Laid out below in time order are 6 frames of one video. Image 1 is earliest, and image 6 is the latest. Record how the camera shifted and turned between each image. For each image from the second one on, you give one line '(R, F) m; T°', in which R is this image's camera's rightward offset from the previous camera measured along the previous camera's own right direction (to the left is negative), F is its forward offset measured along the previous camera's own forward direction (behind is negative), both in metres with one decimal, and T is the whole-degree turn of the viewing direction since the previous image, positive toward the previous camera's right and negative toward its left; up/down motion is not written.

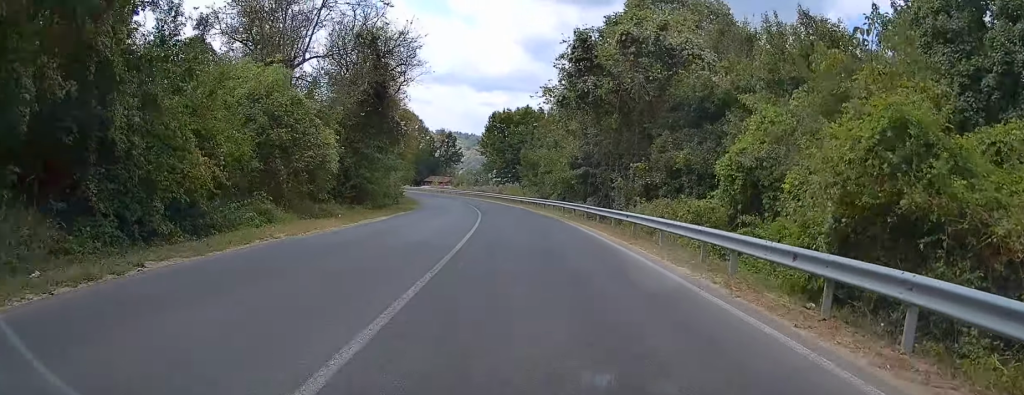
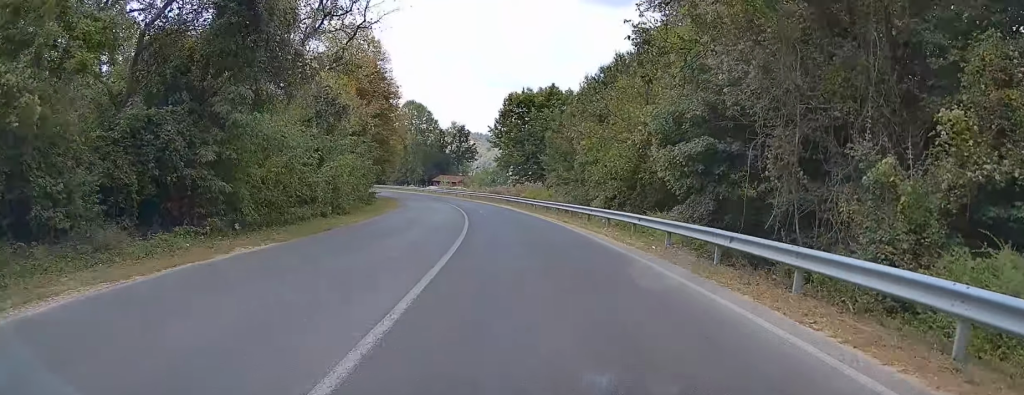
(-0.2, +20.8) m; -1°
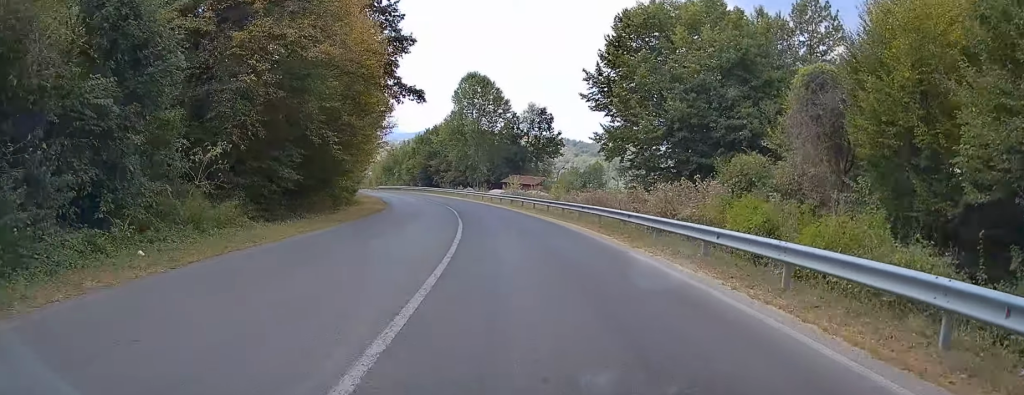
(-2.0, +39.4) m; -7°
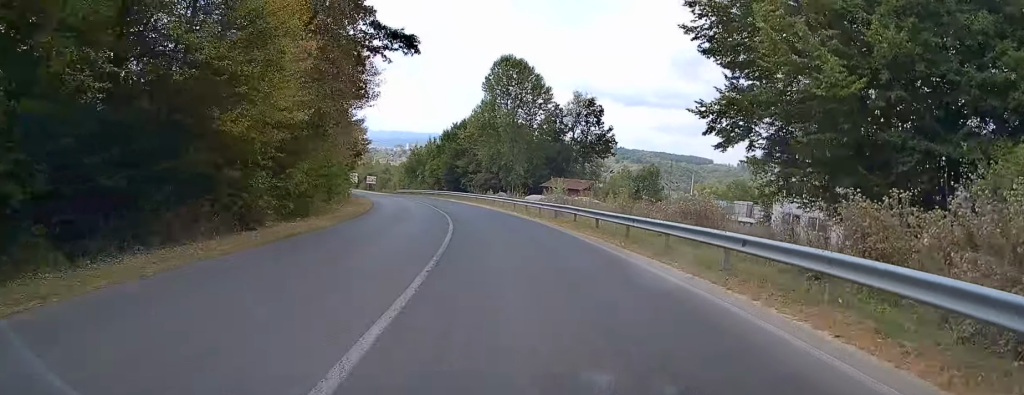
(-0.5, +17.4) m; -4°
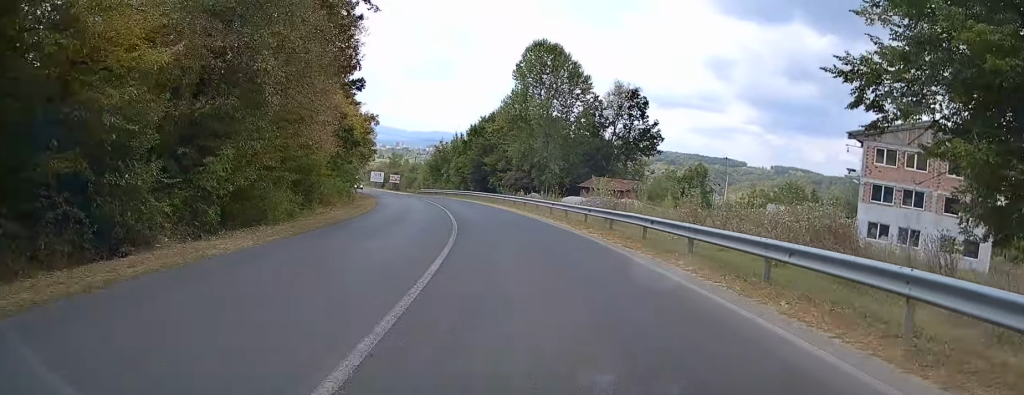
(-0.3, +9.5) m; -2°
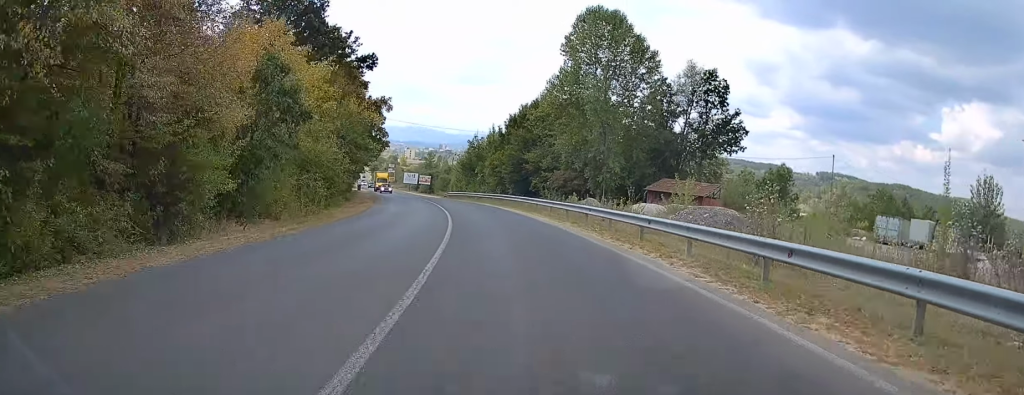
(-0.2, +16.1) m; -4°
